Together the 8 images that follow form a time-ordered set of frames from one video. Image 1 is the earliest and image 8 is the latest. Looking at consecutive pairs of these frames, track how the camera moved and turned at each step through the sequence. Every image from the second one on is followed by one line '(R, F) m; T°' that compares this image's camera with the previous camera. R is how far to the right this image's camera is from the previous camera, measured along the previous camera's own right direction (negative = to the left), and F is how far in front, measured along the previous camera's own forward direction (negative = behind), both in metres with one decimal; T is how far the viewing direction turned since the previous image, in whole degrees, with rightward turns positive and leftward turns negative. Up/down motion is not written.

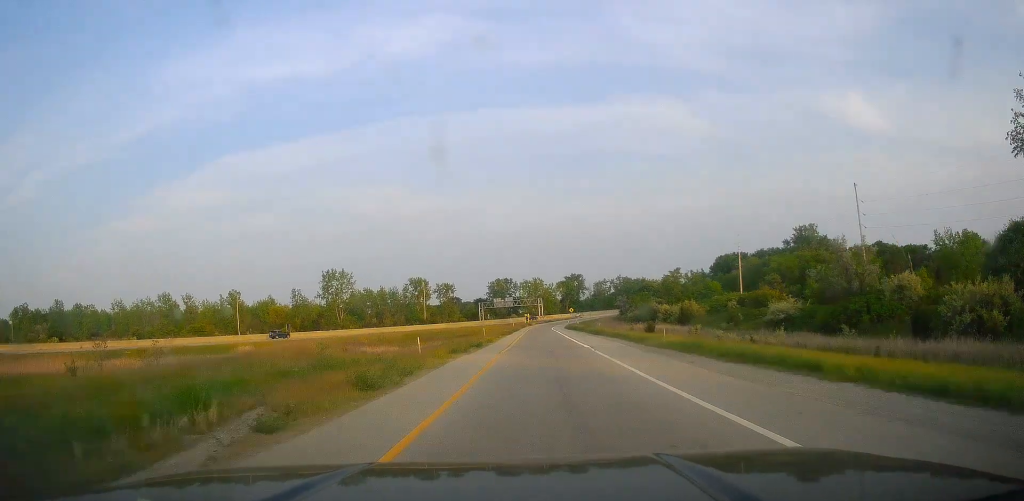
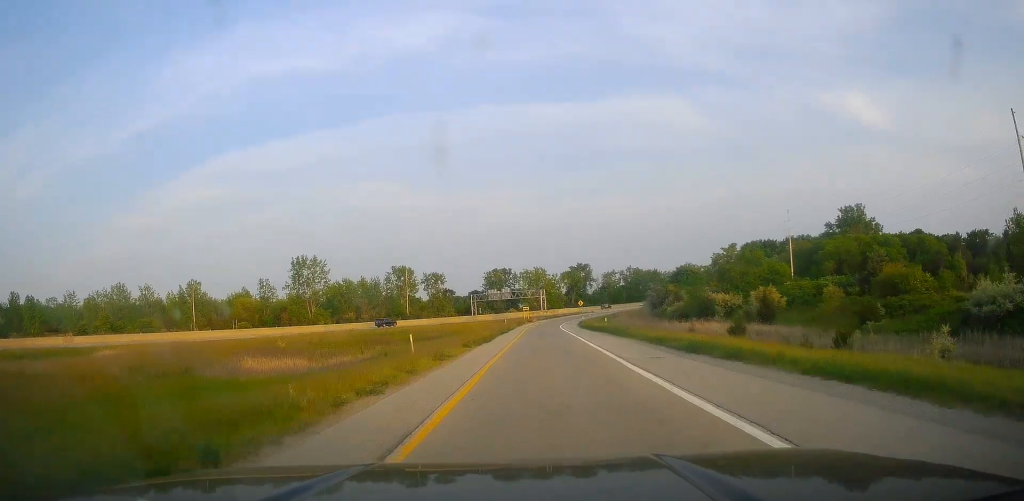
(+0.1, +34.5) m; -1°
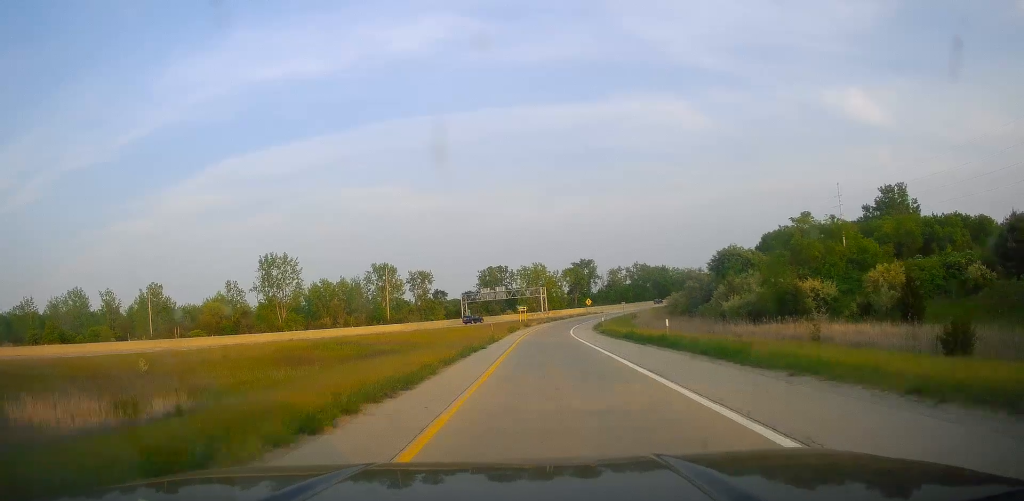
(-0.7, +26.4) m; 0°
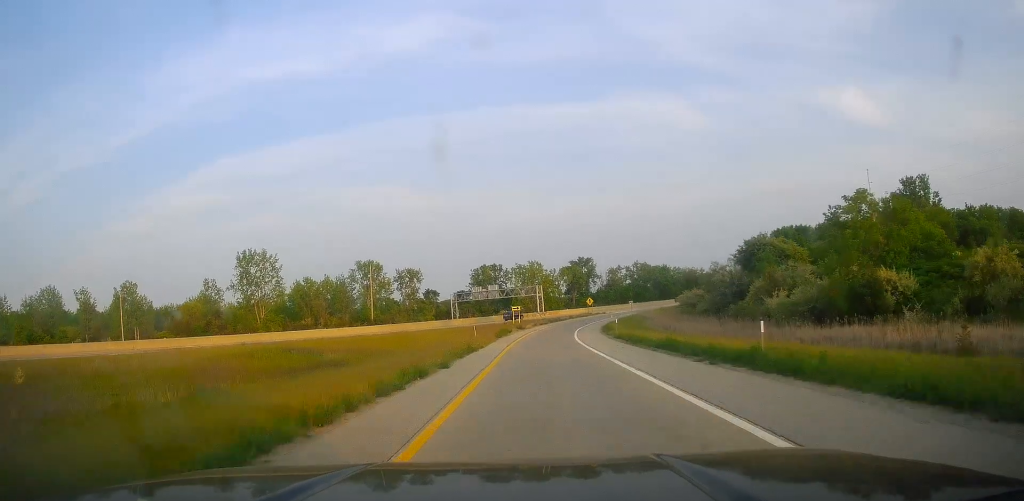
(-0.1, +13.2) m; 0°
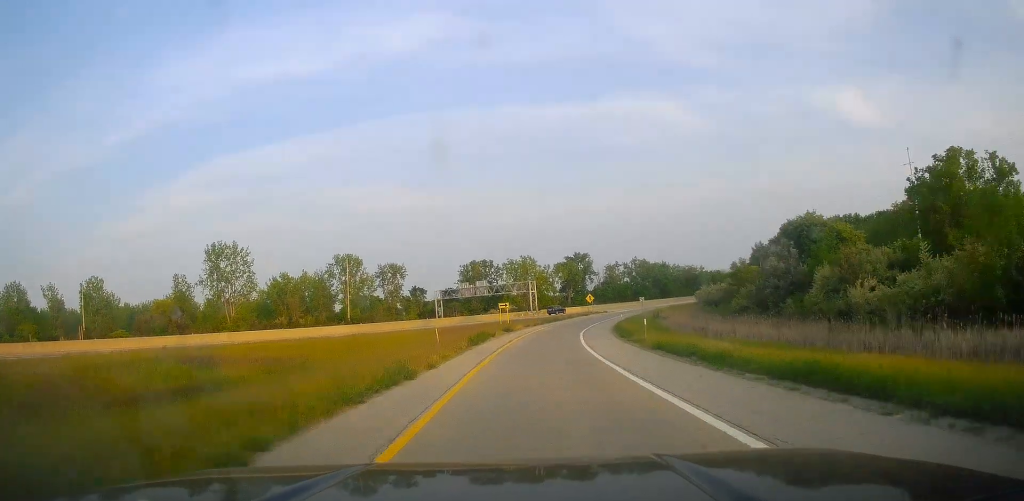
(+0.4, +15.1) m; +1°
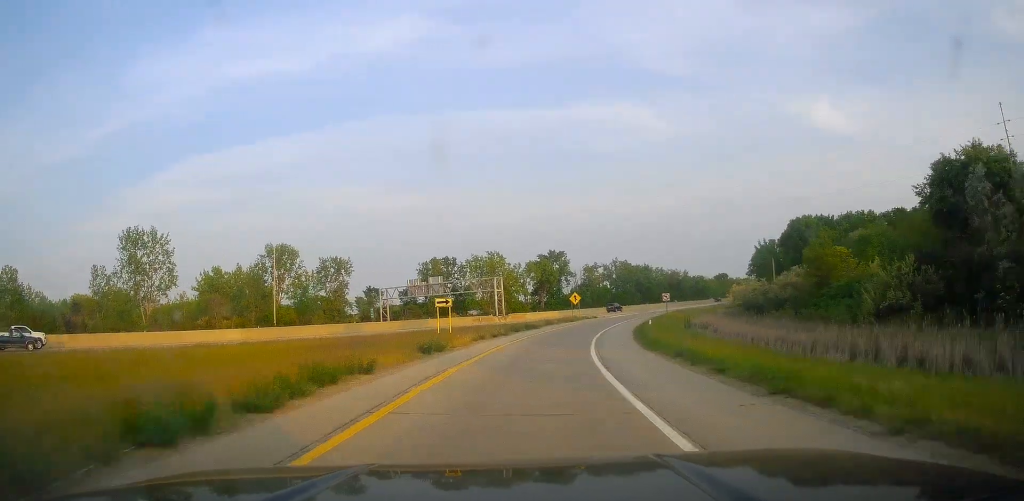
(0.0, +28.6) m; +2°
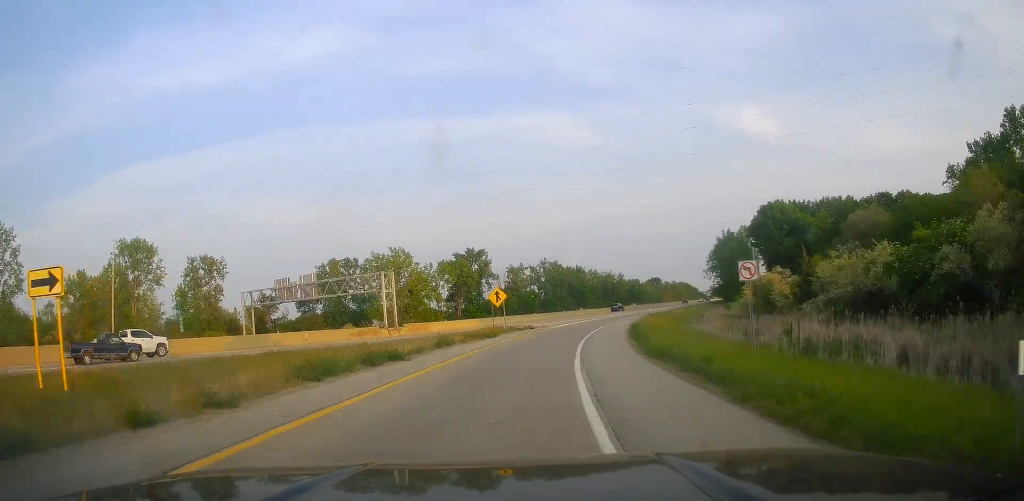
(+1.4, +32.2) m; +5°
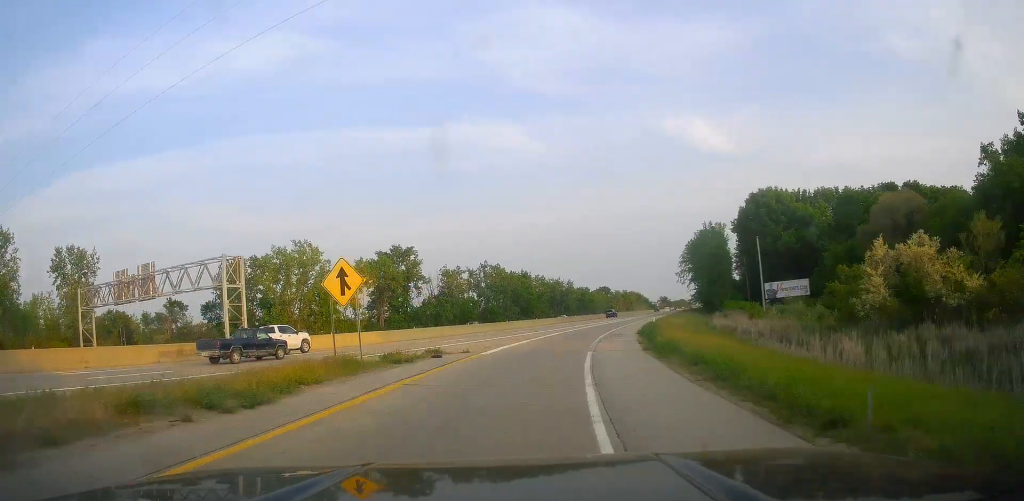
(+1.0, +28.2) m; +6°
